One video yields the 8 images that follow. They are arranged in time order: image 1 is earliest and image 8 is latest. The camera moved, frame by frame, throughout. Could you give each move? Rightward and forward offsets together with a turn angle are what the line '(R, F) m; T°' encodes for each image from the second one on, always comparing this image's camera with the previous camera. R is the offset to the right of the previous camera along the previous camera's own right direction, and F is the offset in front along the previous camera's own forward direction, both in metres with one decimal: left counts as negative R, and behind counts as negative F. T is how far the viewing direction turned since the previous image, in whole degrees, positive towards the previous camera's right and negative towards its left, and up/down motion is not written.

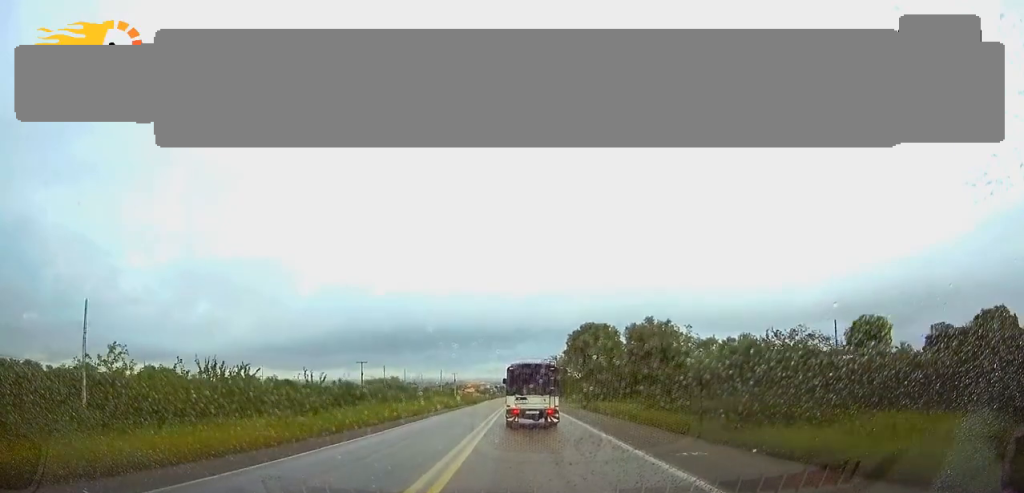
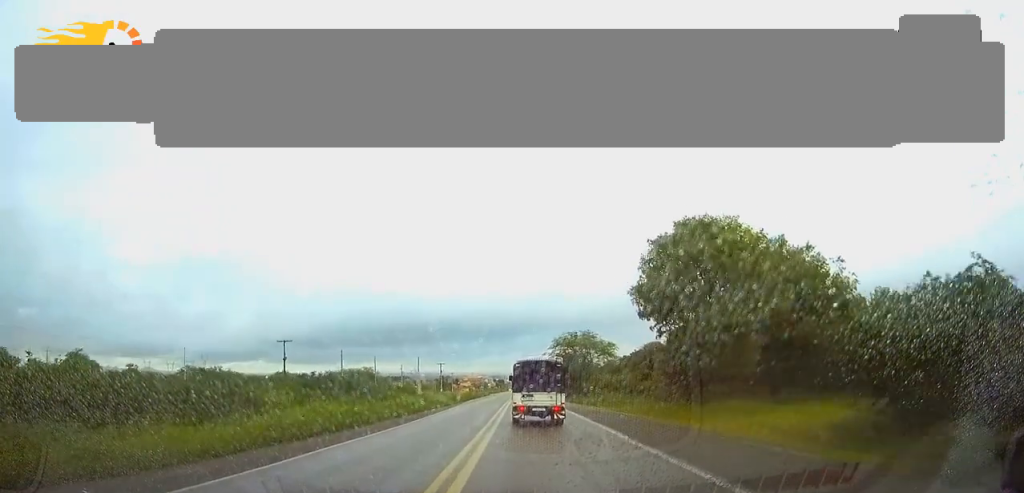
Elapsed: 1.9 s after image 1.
(0.0, +47.7) m; 0°
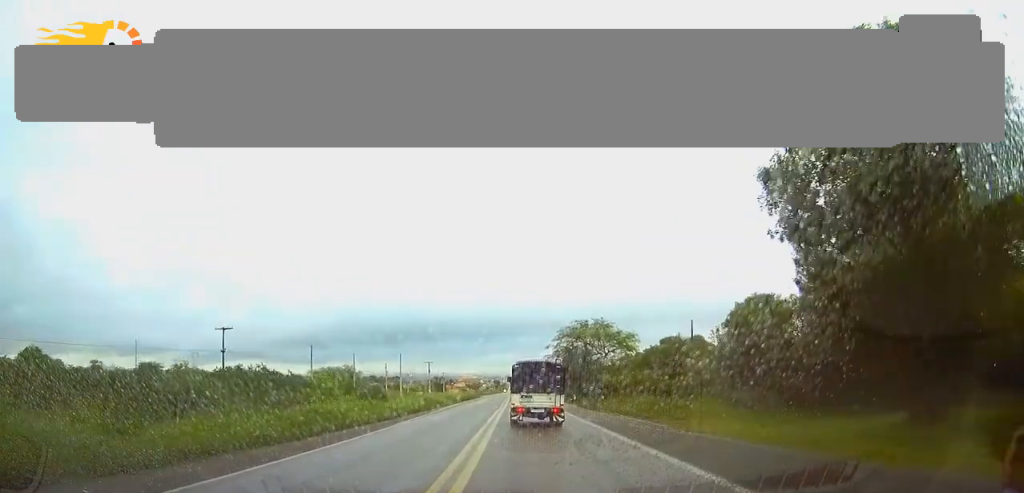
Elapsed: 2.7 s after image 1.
(0.0, +19.4) m; 0°
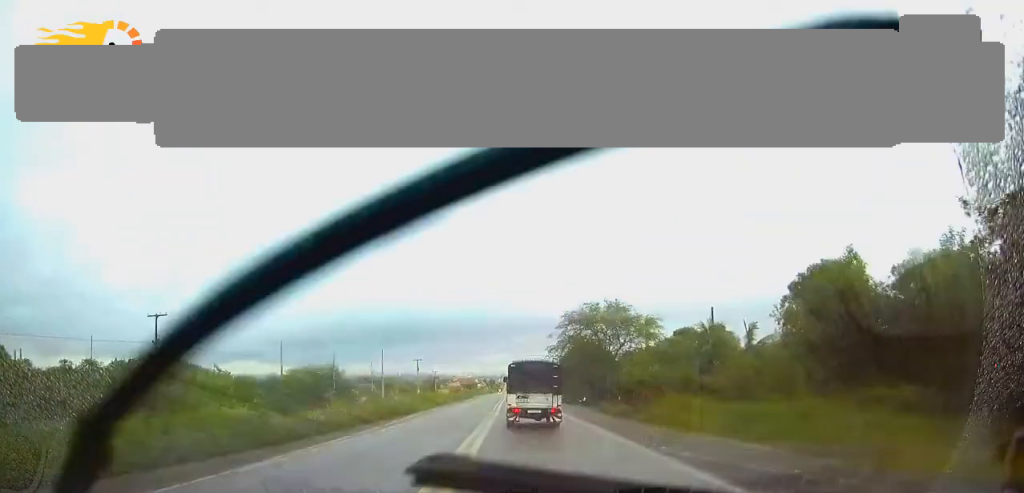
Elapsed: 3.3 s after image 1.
(0.0, +14.5) m; 0°
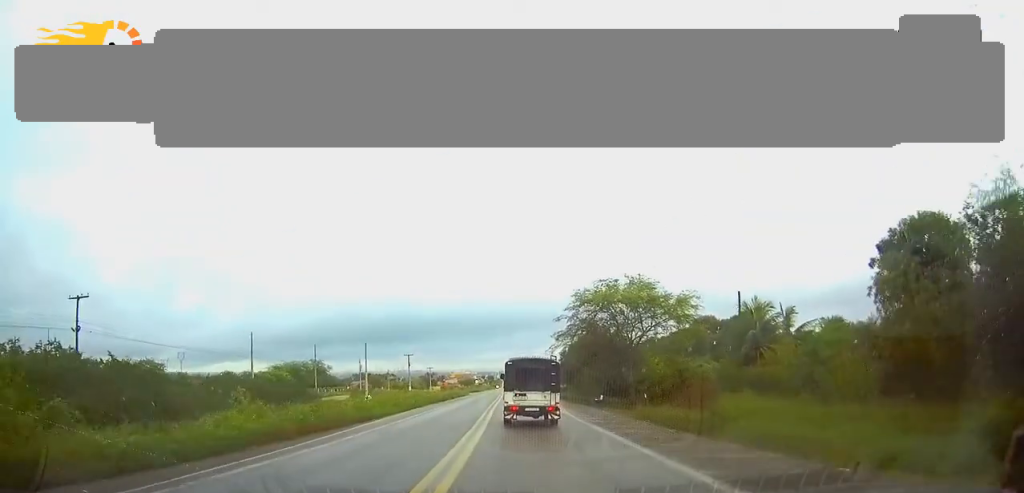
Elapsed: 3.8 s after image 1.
(0.0, +12.8) m; 0°
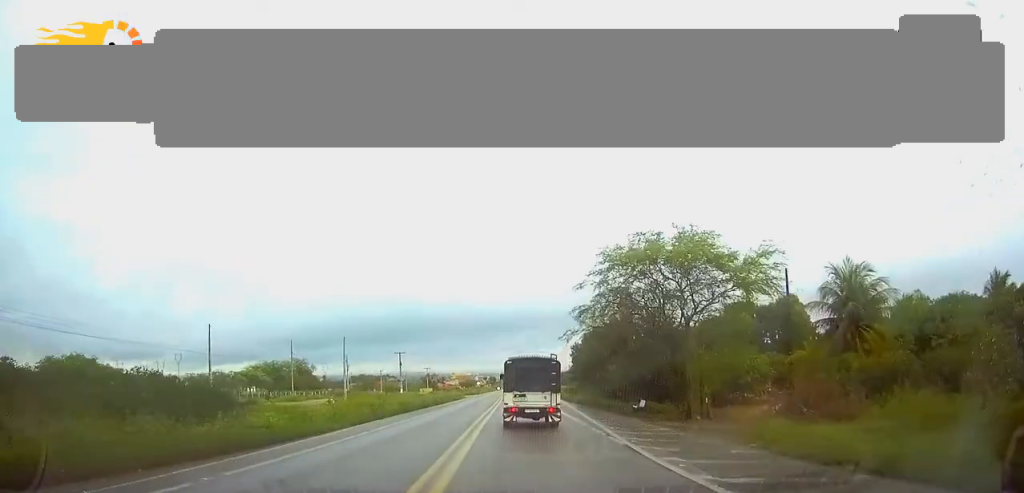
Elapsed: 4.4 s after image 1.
(+0.1, +15.6) m; 0°
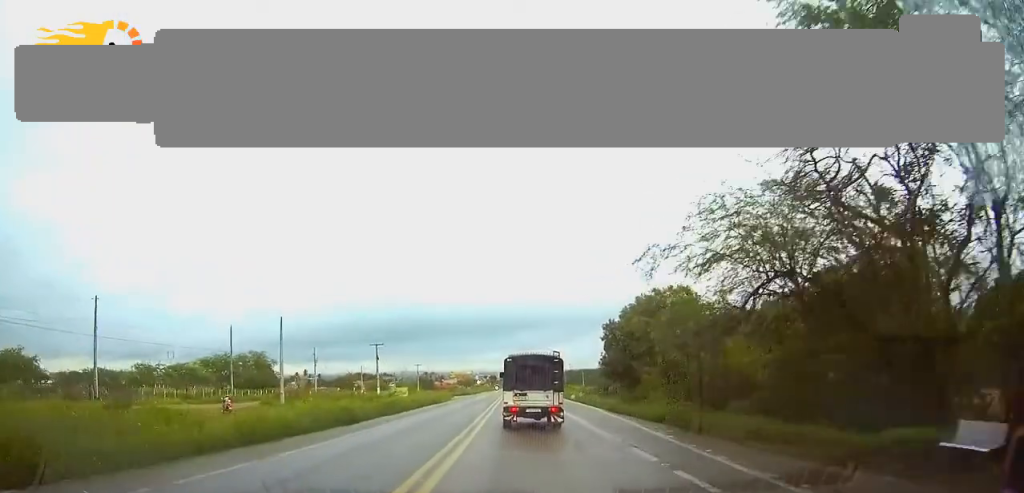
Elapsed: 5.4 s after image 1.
(0.0, +26.8) m; 0°
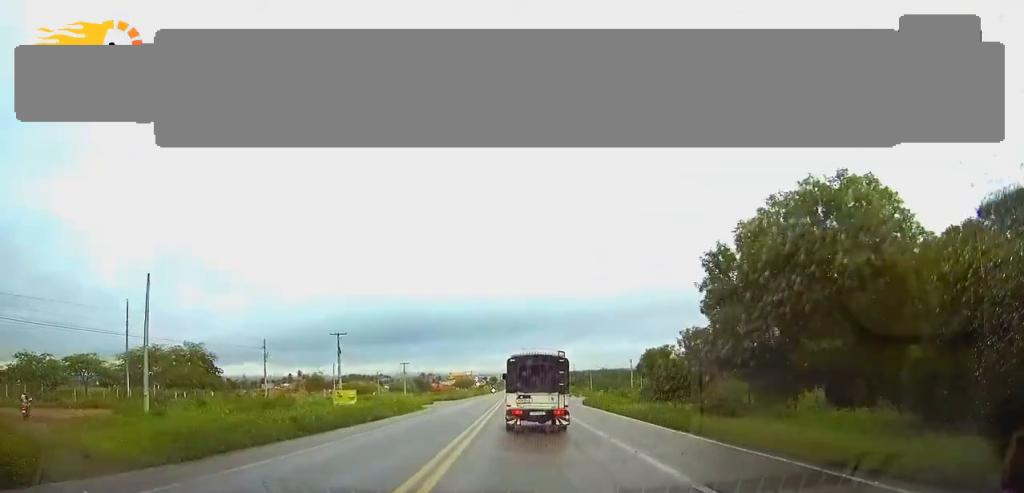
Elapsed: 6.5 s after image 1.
(-0.1, +27.5) m; 0°
